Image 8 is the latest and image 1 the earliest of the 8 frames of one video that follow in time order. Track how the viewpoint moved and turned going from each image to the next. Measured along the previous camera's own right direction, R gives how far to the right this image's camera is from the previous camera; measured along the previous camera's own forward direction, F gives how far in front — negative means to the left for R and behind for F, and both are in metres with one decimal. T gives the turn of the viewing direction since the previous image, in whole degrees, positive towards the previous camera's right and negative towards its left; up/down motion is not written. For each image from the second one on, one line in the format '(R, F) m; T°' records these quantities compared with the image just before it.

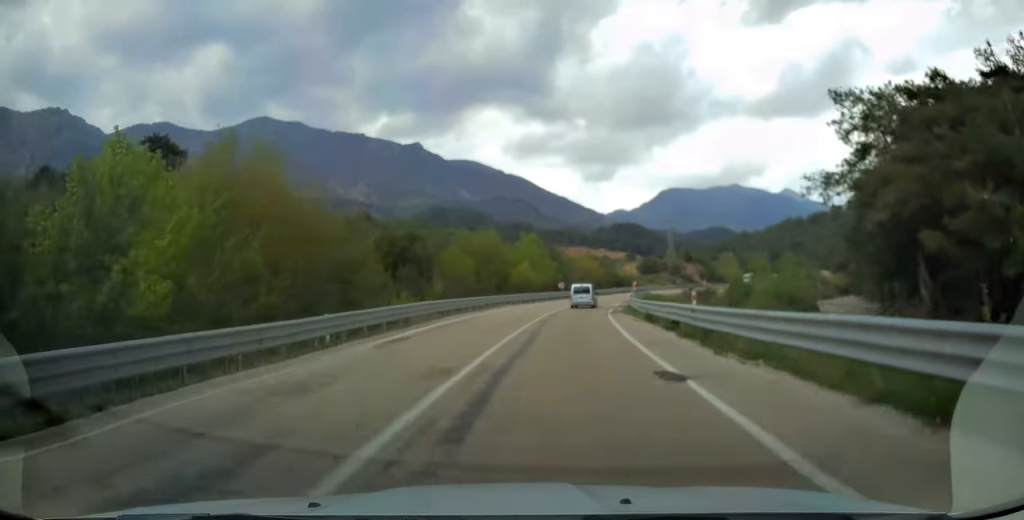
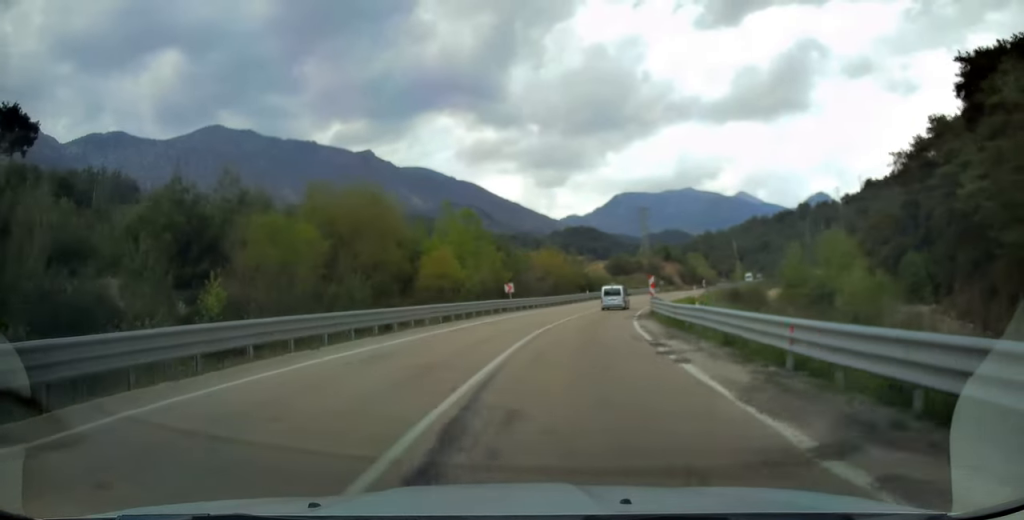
(+1.0, +30.9) m; +5°
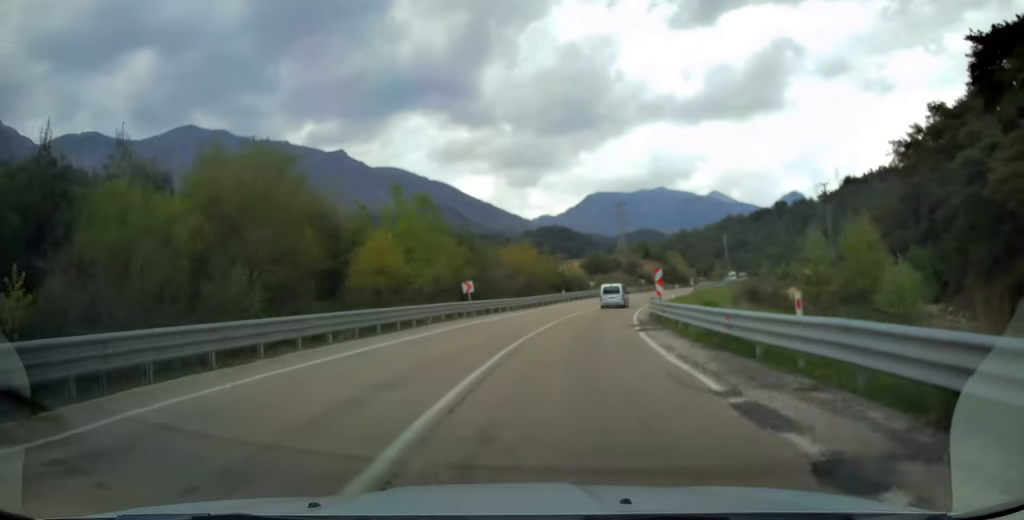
(0.0, +9.0) m; +2°
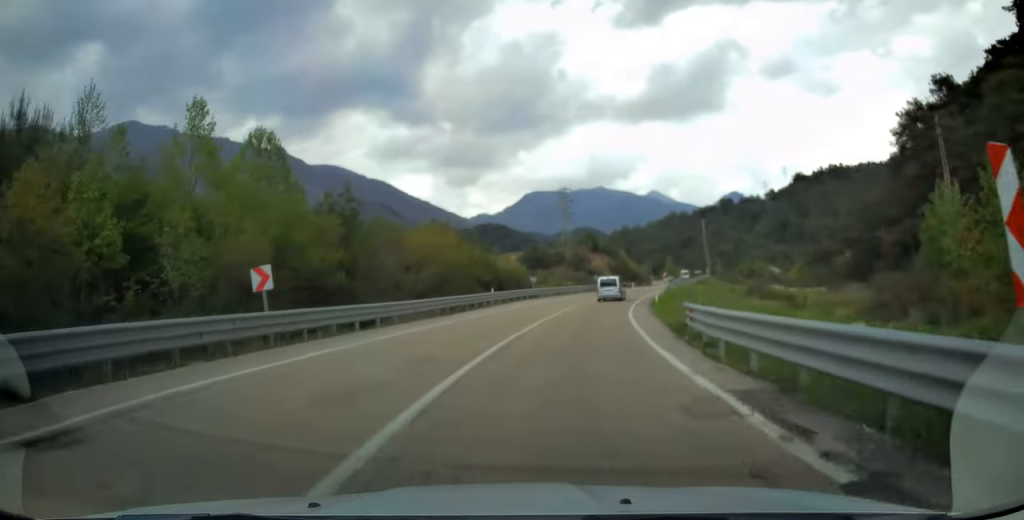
(+1.1, +19.9) m; +6°
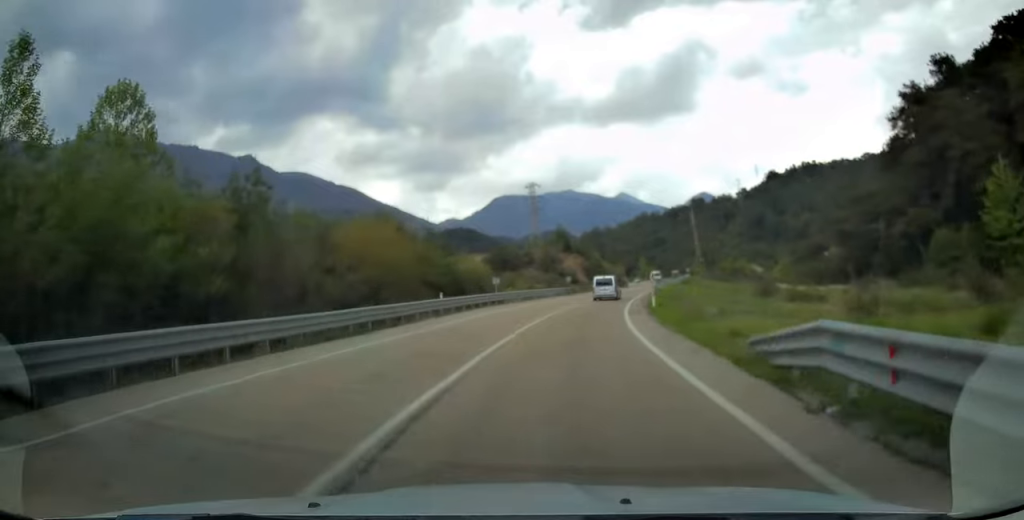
(+0.4, +9.2) m; +3°
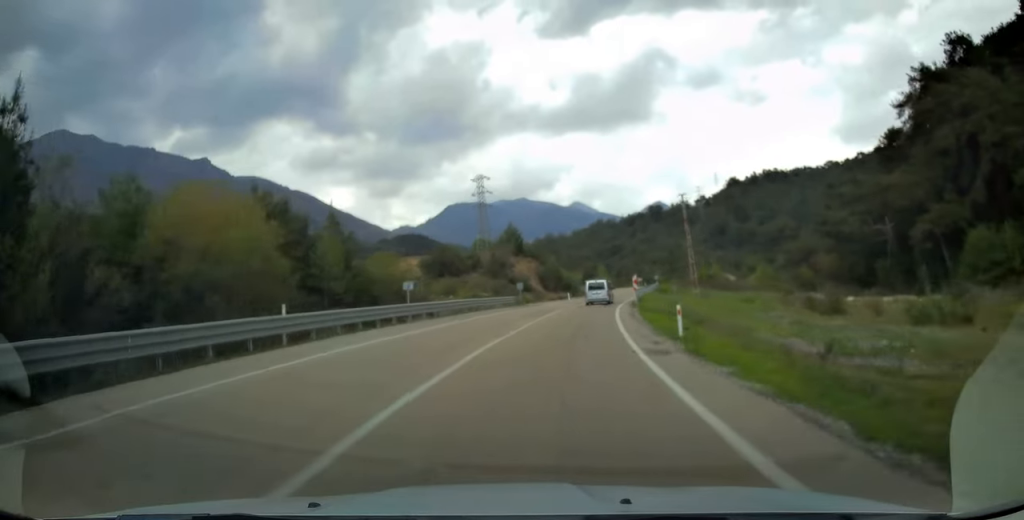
(+0.6, +15.2) m; +4°
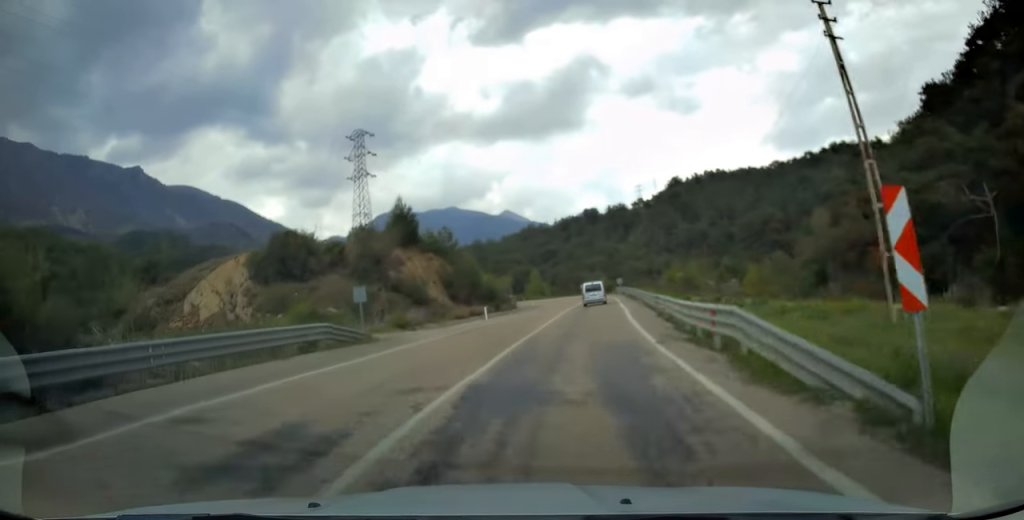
(+2.4, +34.7) m; +8°
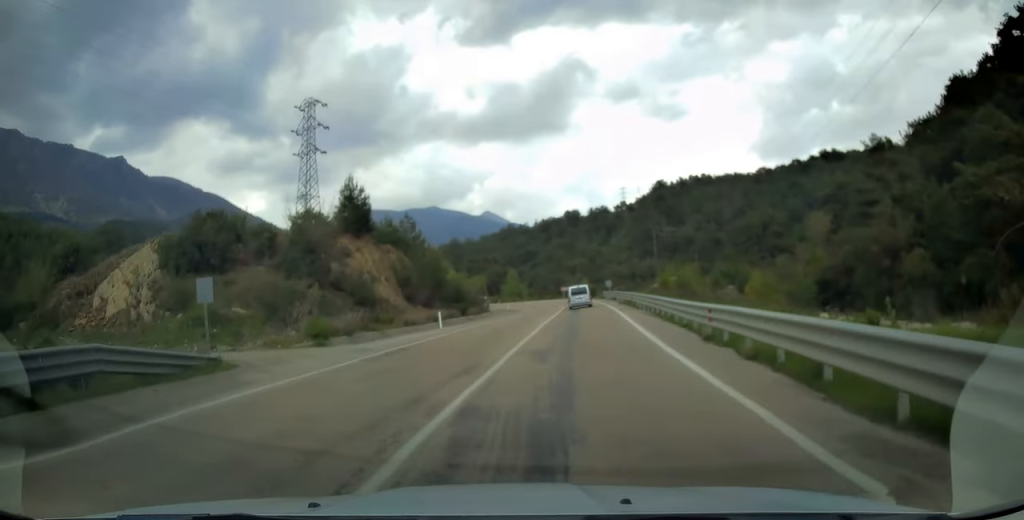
(+0.1, +10.7) m; +2°
